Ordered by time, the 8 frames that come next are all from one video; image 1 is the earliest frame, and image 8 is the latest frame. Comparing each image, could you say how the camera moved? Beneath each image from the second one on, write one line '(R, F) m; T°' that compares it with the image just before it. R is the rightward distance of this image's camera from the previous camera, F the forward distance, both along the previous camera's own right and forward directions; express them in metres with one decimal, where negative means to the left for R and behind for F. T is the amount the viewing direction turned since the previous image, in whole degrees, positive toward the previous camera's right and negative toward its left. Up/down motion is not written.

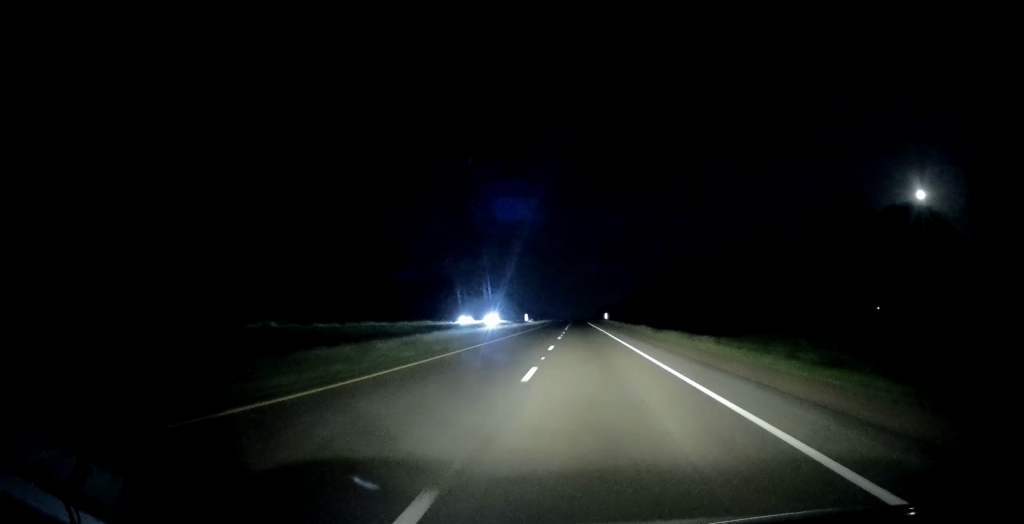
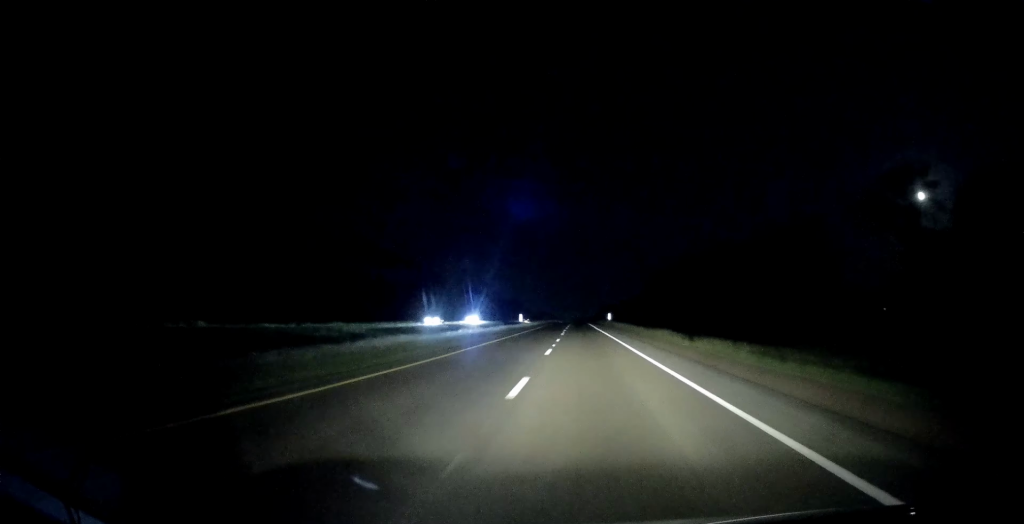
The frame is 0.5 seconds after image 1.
(+0.2, +14.7) m; 0°
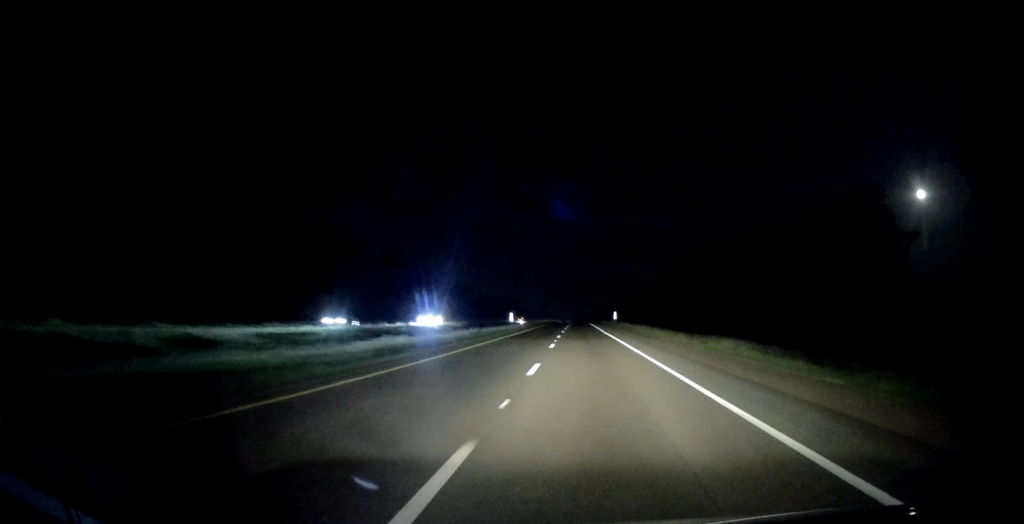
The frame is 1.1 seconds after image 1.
(-0.3, +20.0) m; 0°
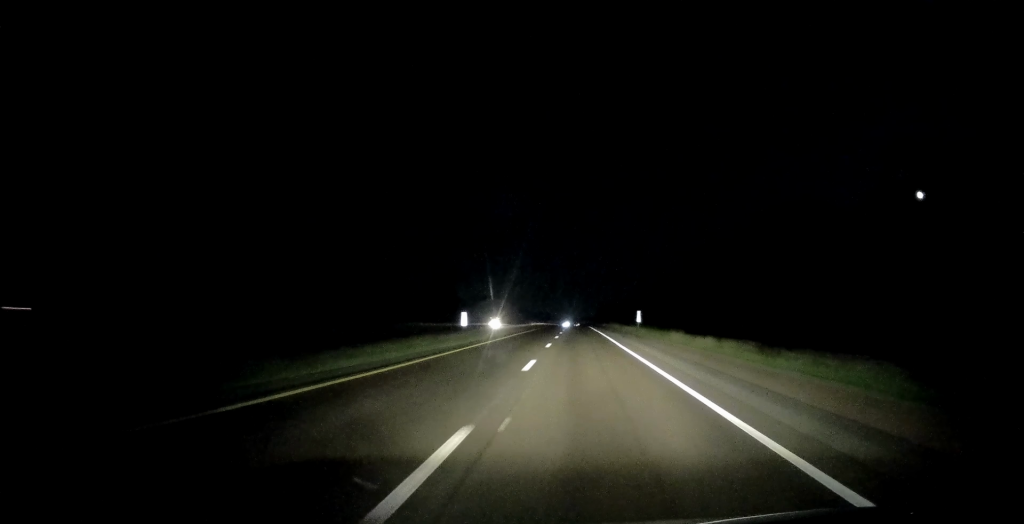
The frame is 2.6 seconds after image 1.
(+0.3, +47.3) m; +1°
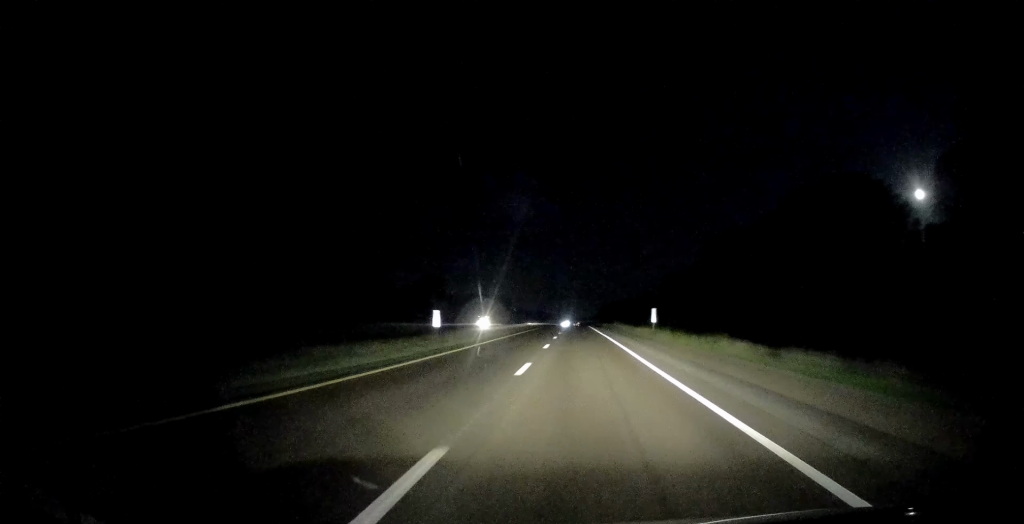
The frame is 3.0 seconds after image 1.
(+0.1, +13.7) m; -1°
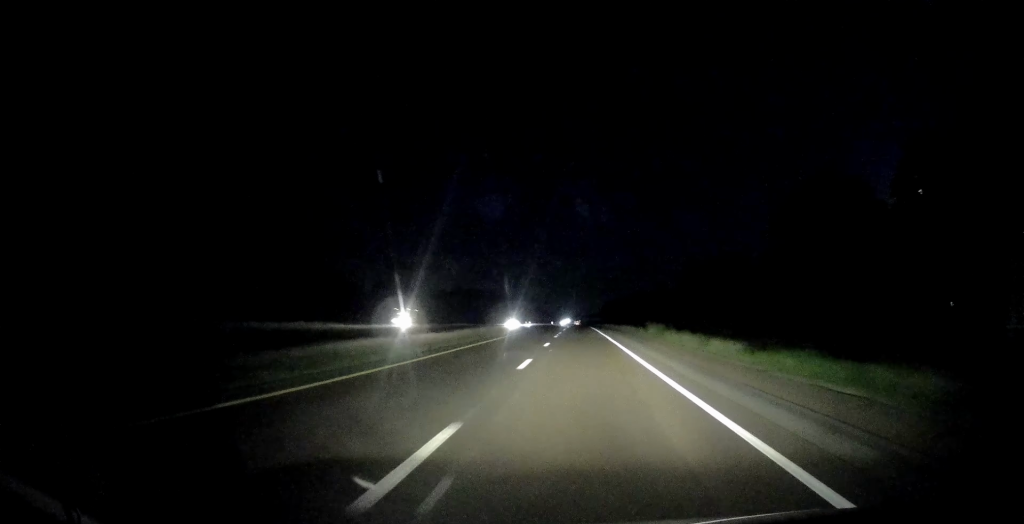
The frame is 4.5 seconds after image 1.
(-0.7, +47.2) m; 0°
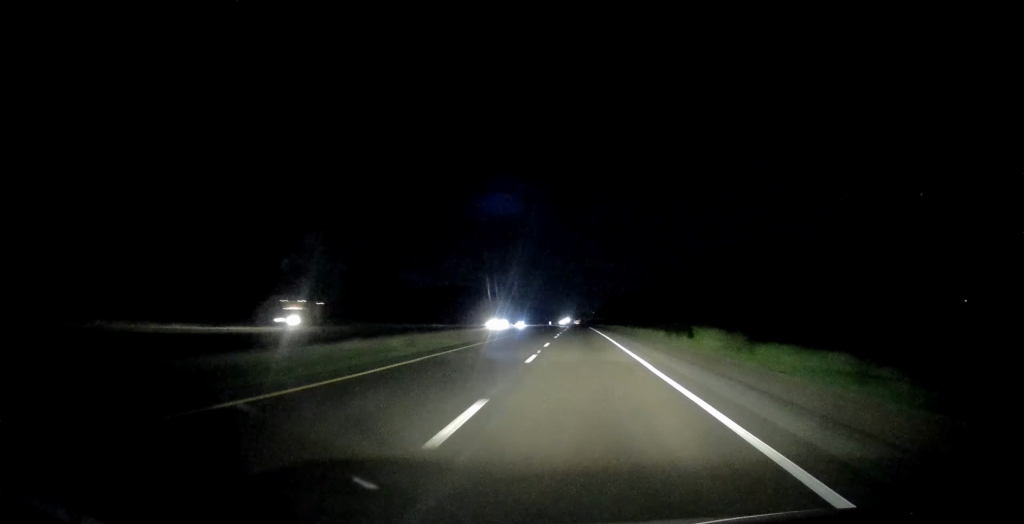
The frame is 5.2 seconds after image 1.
(+0.6, +22.1) m; +1°
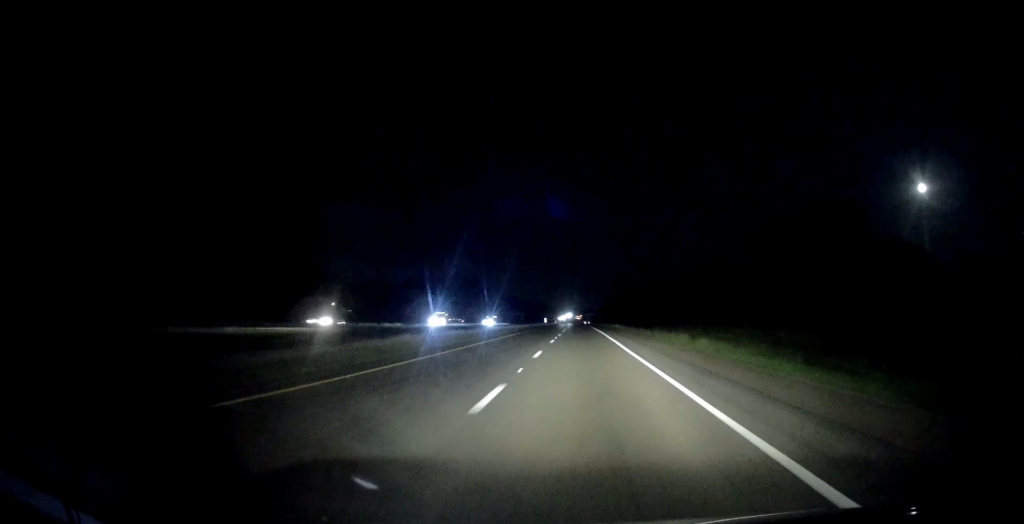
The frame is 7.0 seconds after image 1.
(-0.7, +56.7) m; -1°
